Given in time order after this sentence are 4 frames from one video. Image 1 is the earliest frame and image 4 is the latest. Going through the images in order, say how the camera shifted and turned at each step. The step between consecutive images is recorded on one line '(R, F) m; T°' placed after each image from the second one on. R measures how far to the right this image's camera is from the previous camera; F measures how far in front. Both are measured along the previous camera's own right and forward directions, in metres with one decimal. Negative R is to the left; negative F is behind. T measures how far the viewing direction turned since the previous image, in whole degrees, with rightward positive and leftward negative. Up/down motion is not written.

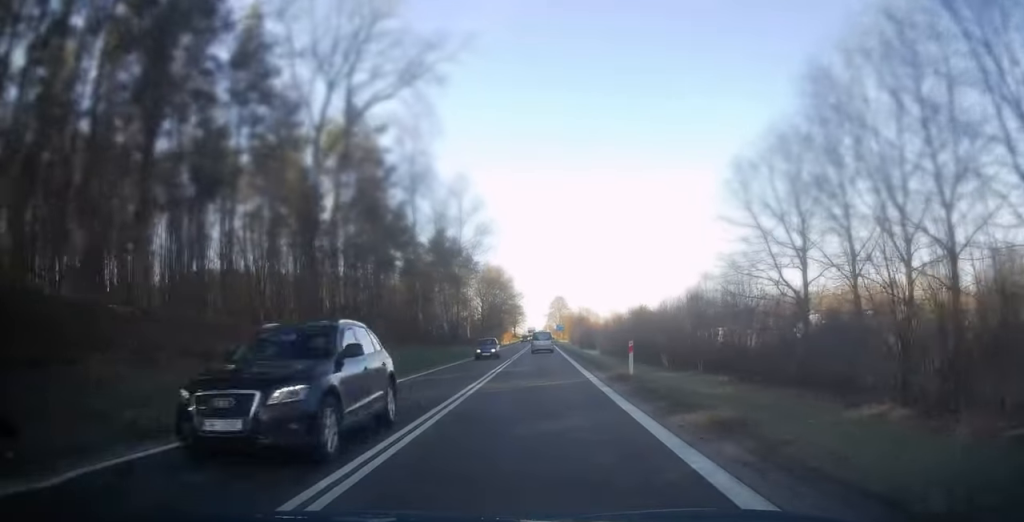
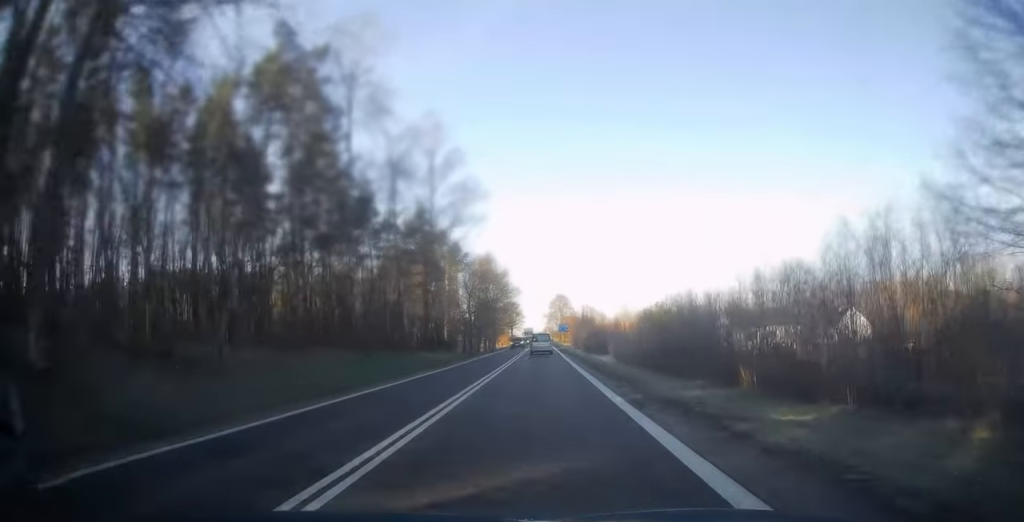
(0.0, +20.3) m; 0°
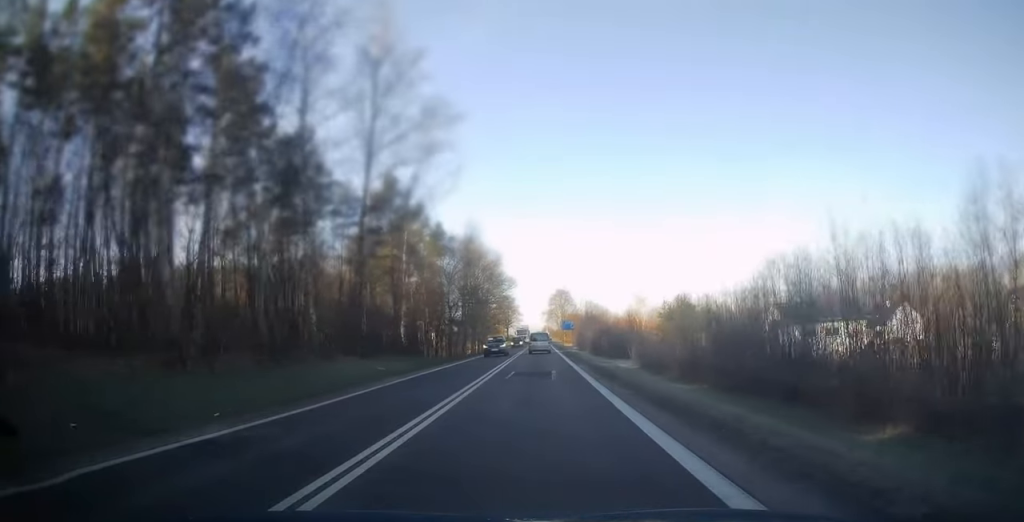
(0.0, +20.5) m; 0°
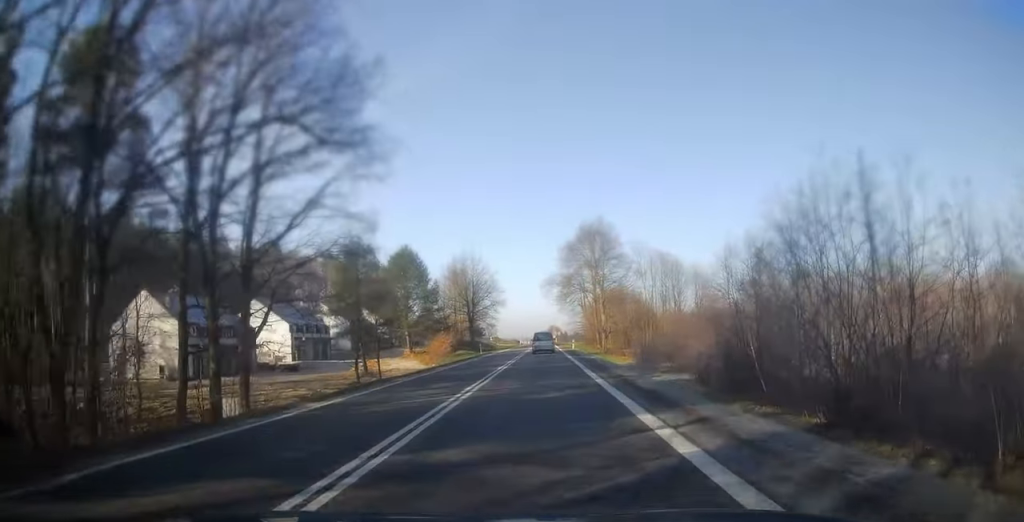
(+0.2, +114.1) m; -1°
